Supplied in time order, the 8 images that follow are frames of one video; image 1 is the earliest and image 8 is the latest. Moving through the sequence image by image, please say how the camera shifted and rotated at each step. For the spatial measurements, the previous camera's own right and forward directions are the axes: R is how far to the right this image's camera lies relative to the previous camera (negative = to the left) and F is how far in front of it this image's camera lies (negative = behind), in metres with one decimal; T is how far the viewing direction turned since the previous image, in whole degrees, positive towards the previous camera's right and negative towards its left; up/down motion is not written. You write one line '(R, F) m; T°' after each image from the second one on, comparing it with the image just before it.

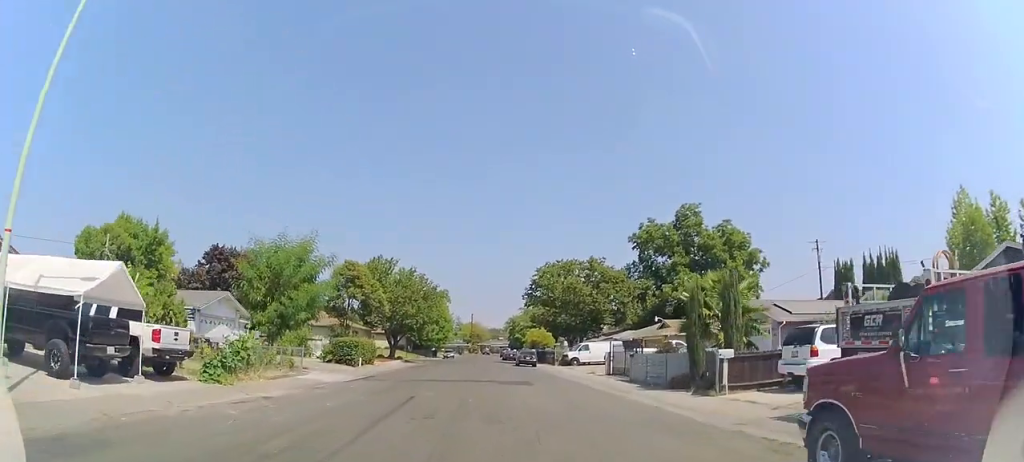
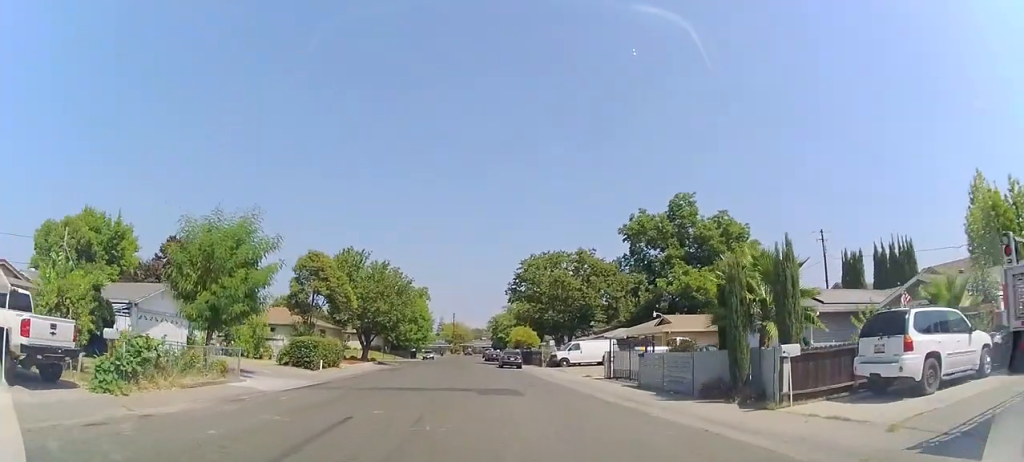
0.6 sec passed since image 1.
(0.0, +4.5) m; 0°
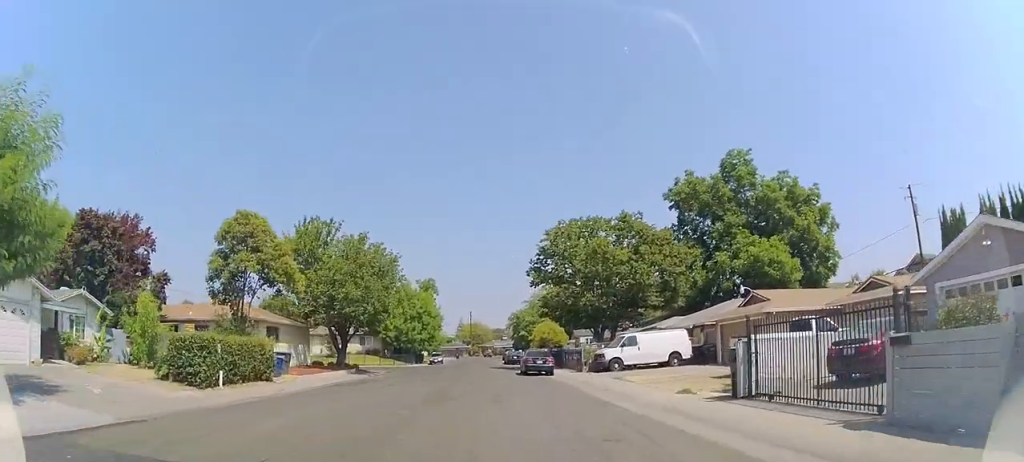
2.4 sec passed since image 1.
(0.0, +13.1) m; 0°
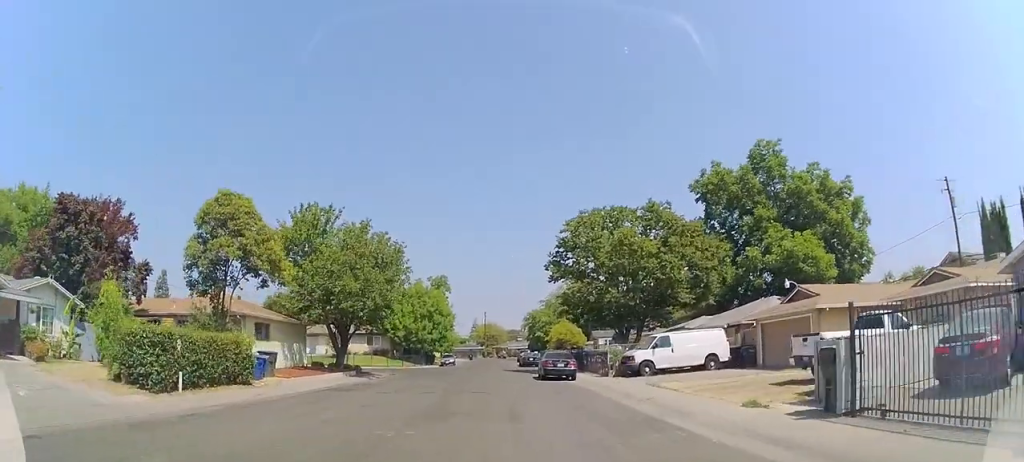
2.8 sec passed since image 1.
(0.0, +3.5) m; 0°
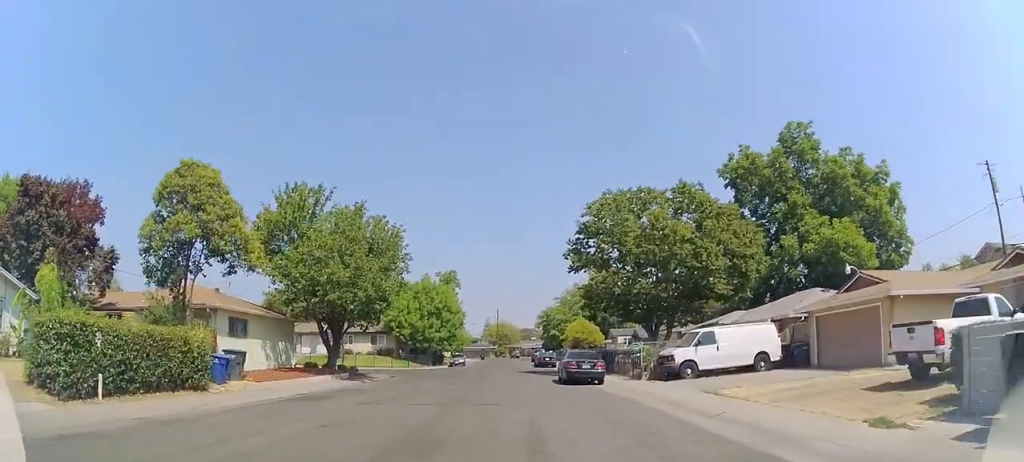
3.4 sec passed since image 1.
(0.0, +4.2) m; 0°
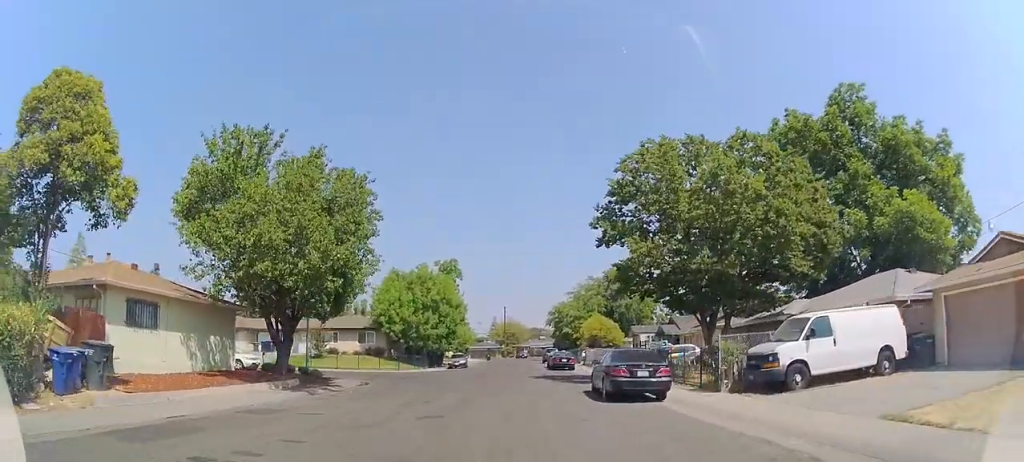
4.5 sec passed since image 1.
(0.0, +7.9) m; 0°
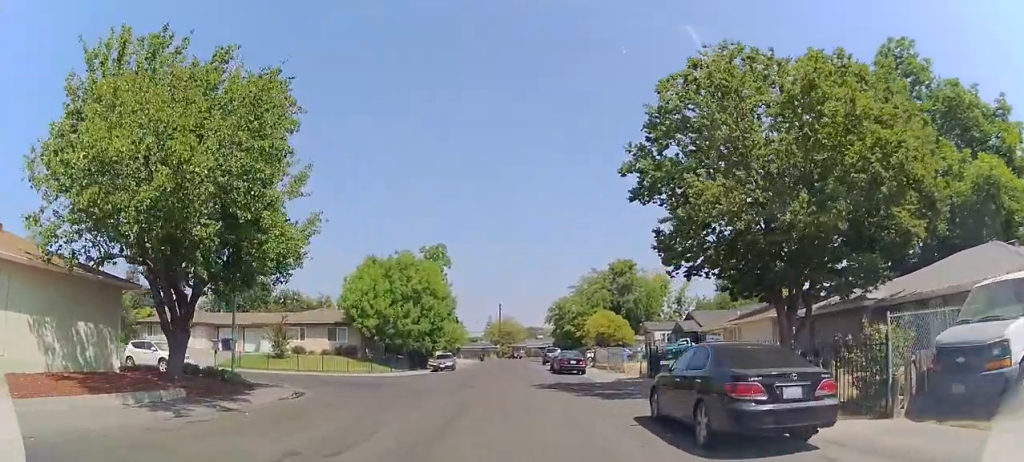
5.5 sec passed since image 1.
(0.0, +7.7) m; 0°
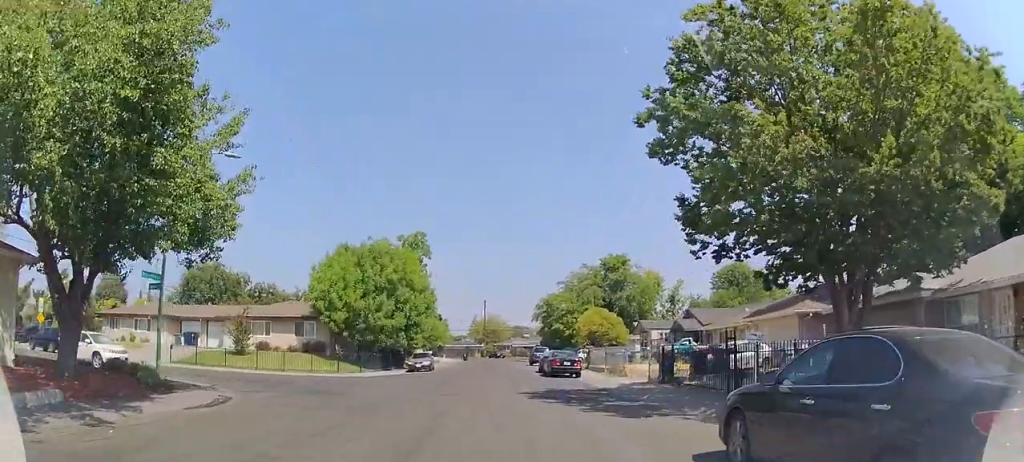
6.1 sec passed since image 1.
(0.0, +4.2) m; 0°
